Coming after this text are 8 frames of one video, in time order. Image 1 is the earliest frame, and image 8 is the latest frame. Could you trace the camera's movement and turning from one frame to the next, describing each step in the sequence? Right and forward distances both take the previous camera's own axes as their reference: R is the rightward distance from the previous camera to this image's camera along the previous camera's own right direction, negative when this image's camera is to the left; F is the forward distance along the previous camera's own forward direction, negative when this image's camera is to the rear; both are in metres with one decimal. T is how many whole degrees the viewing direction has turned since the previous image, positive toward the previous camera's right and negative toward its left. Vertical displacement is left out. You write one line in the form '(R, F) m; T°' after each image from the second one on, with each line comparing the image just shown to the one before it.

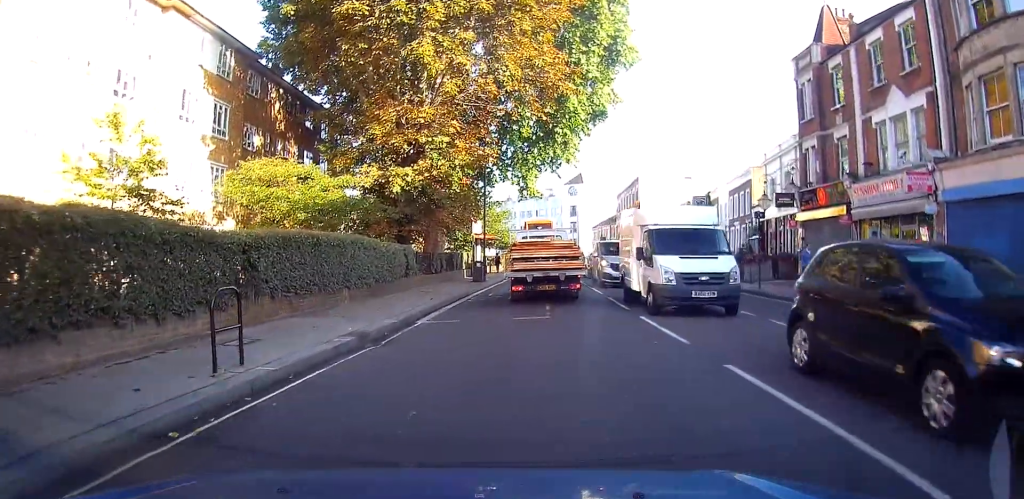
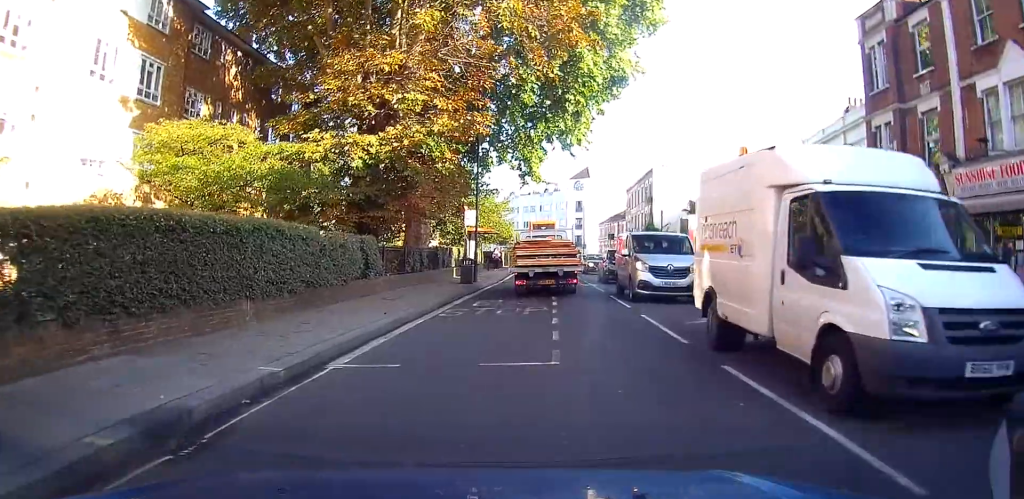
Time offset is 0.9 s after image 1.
(0.0, +5.5) m; +1°
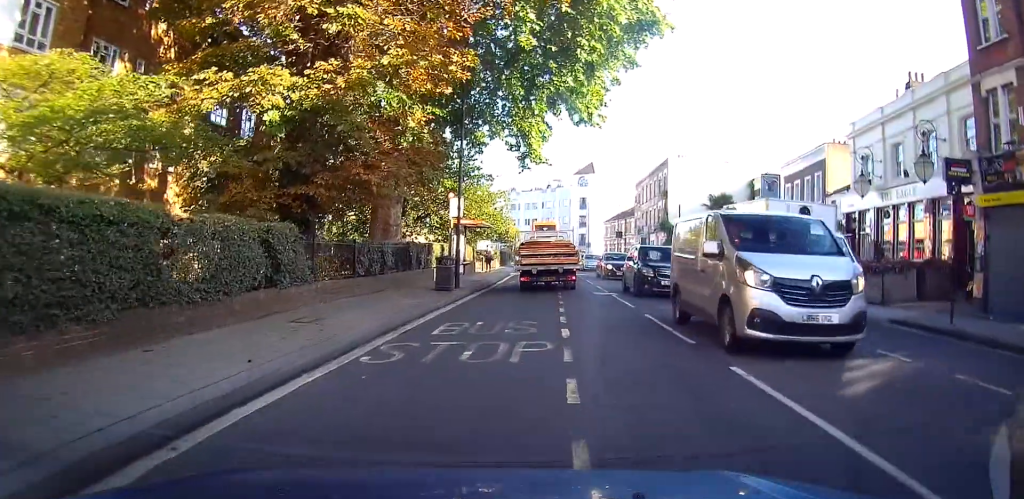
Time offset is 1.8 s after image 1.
(+0.1, +6.0) m; +1°
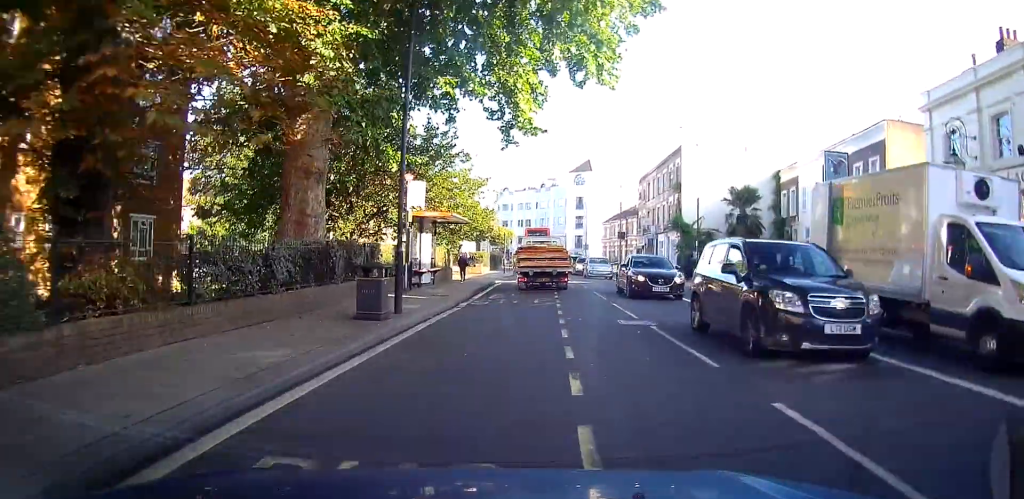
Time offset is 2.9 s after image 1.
(0.0, +7.6) m; +1°
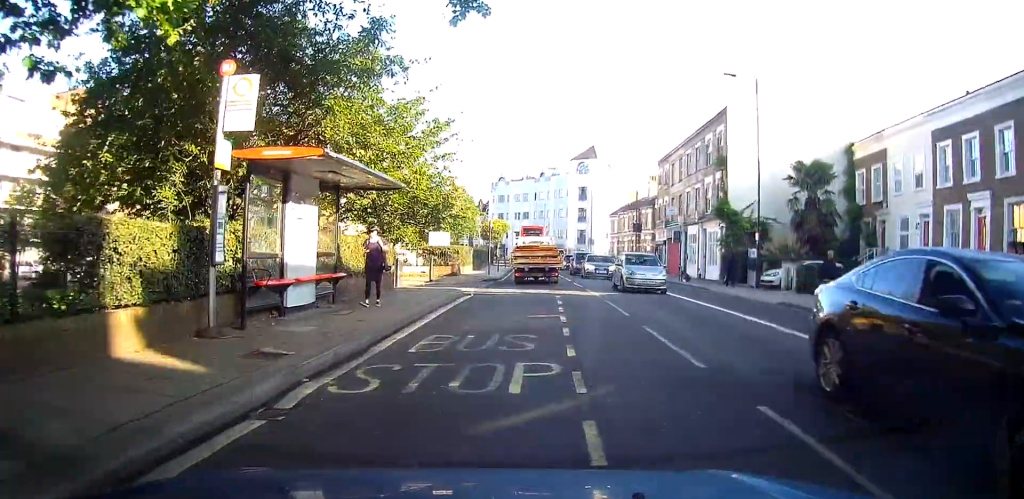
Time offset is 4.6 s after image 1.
(0.0, +12.0) m; -1°
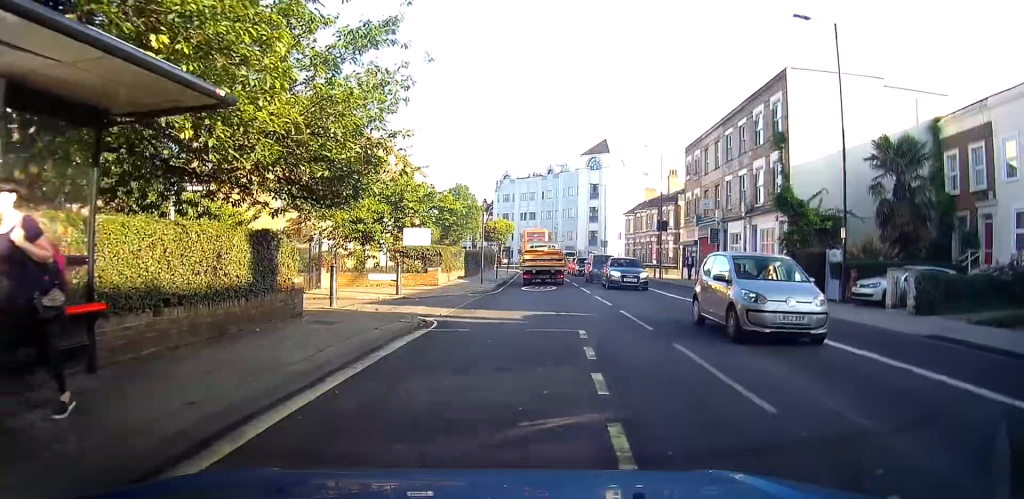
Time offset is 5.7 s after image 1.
(-0.1, +7.8) m; -1°
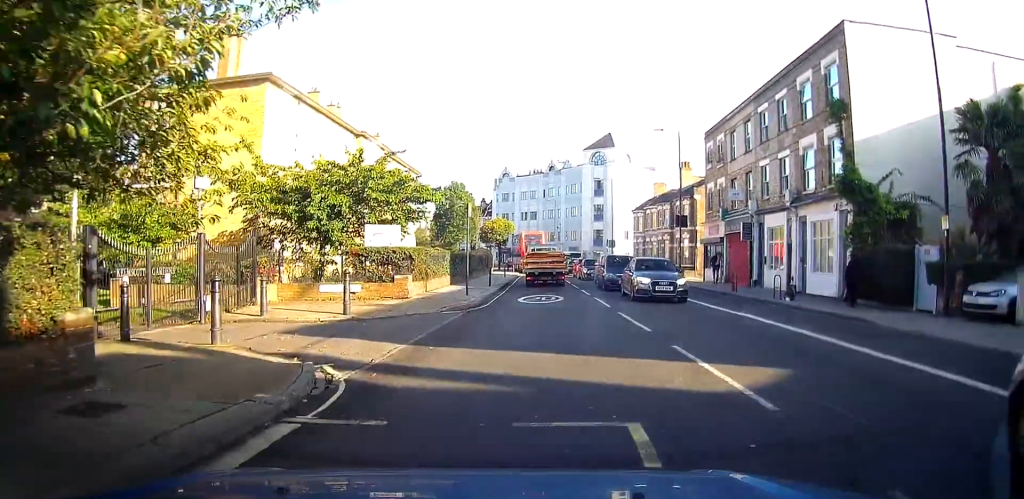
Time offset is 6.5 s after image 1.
(0.0, +5.8) m; 0°
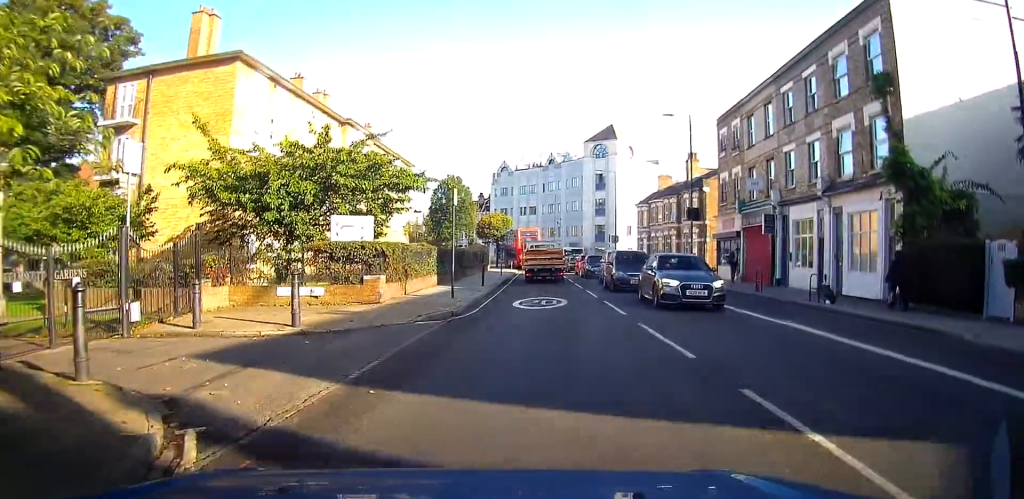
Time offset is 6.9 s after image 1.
(0.0, +3.3) m; 0°
